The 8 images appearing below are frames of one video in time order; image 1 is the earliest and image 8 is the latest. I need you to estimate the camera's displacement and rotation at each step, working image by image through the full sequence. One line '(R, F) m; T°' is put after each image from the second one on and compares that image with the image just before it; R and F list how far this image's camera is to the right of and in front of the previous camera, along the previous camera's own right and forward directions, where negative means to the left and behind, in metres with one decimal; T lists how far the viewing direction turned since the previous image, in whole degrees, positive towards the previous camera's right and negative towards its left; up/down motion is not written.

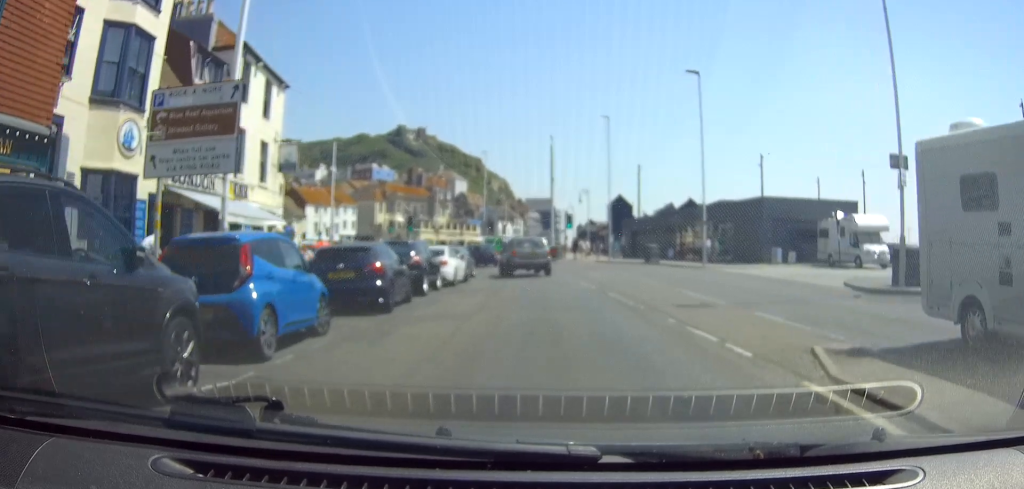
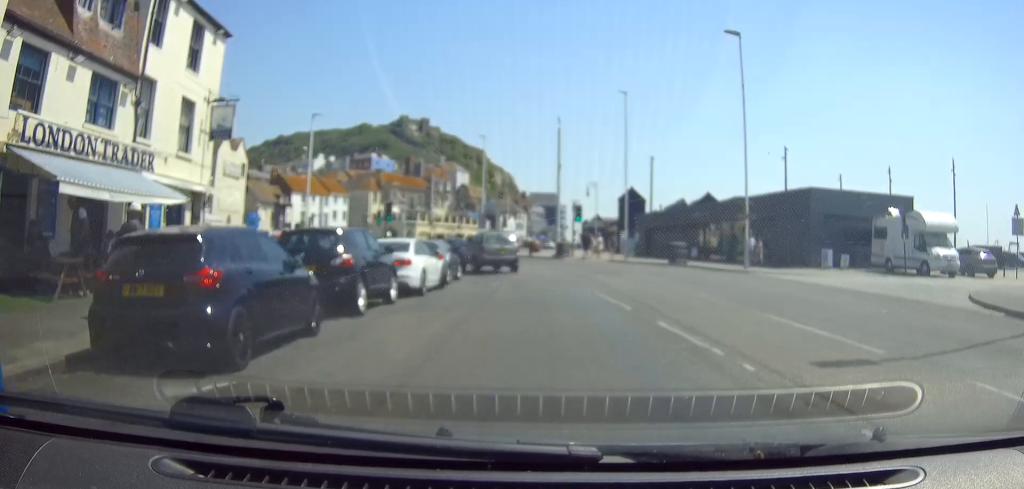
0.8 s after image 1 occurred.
(-0.3, +7.1) m; -3°
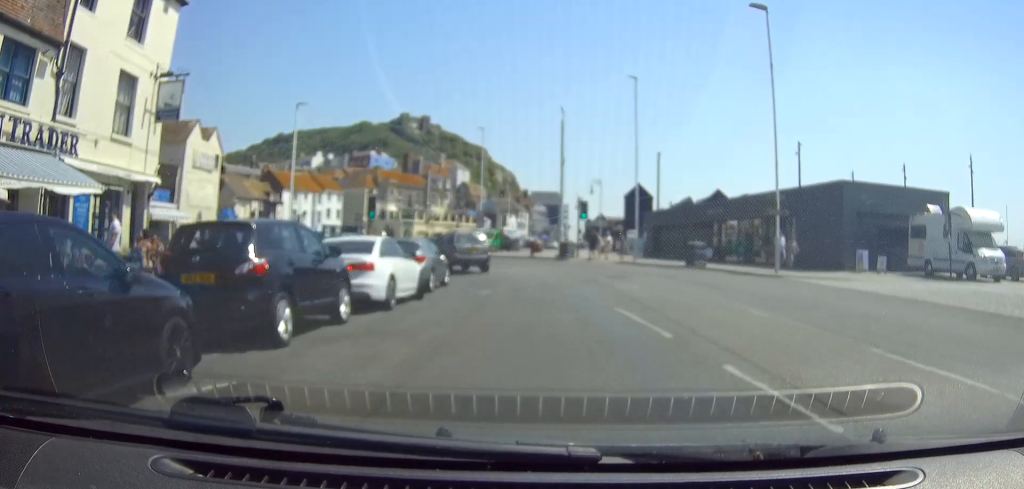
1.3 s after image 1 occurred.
(-0.2, +3.9) m; -1°
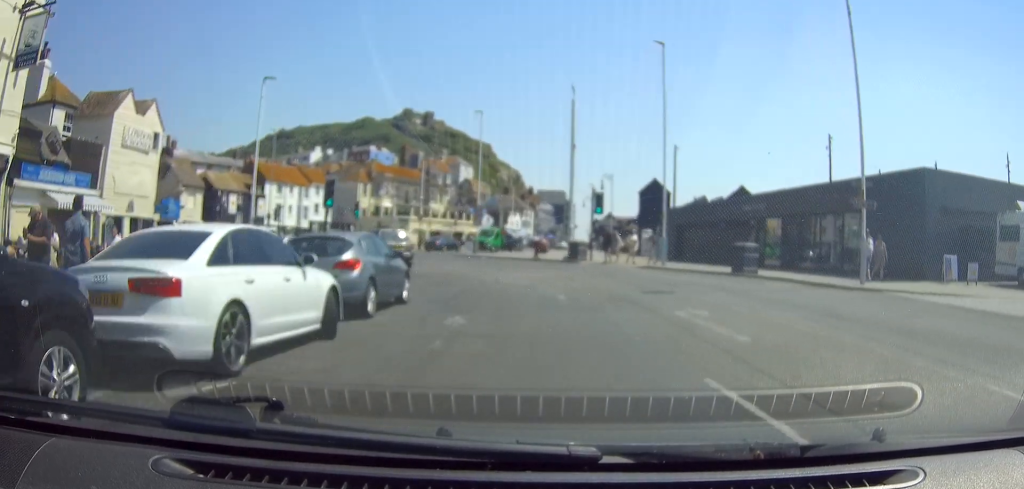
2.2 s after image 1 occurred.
(+0.3, +7.3) m; +3°
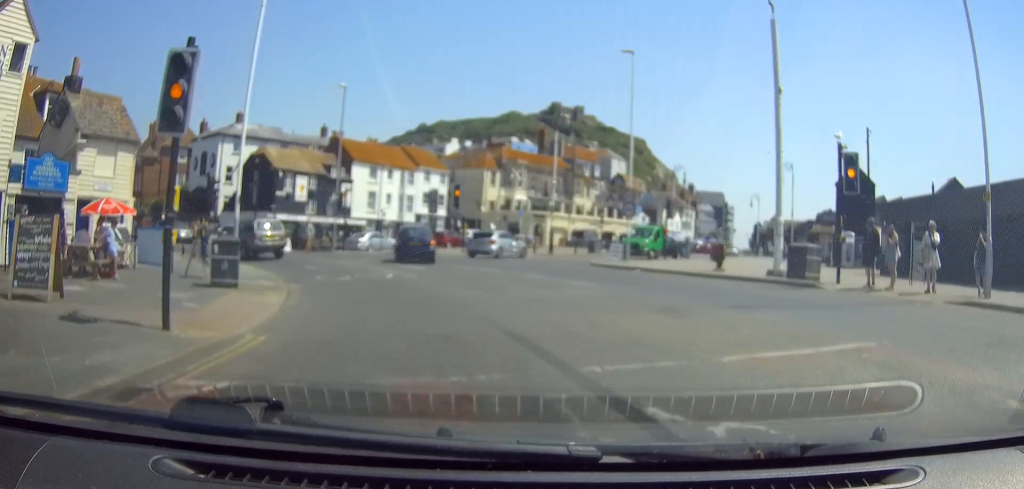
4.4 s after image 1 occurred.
(-0.2, +17.2) m; -9°
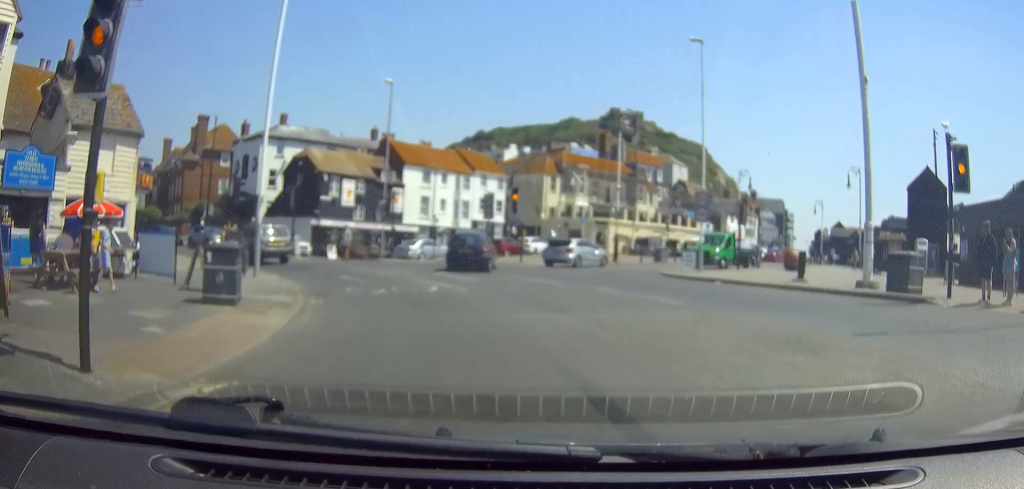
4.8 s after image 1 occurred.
(-0.2, +3.0) m; -6°
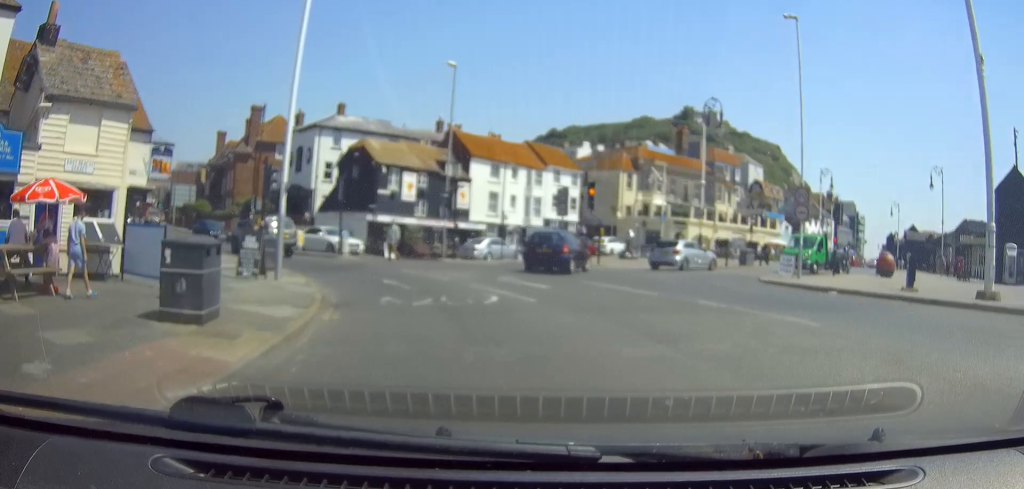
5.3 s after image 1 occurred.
(+0.1, +3.7) m; -7°
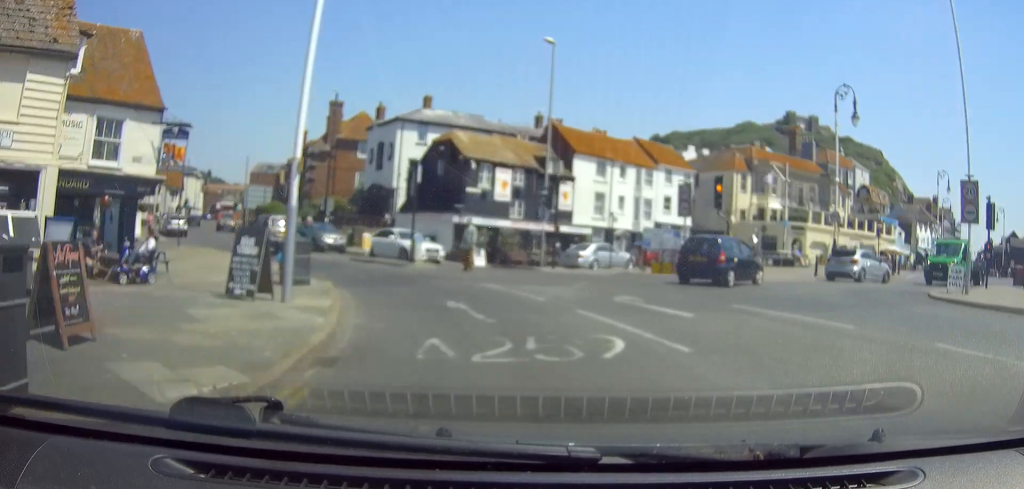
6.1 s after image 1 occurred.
(-0.9, +5.7) m; -11°
